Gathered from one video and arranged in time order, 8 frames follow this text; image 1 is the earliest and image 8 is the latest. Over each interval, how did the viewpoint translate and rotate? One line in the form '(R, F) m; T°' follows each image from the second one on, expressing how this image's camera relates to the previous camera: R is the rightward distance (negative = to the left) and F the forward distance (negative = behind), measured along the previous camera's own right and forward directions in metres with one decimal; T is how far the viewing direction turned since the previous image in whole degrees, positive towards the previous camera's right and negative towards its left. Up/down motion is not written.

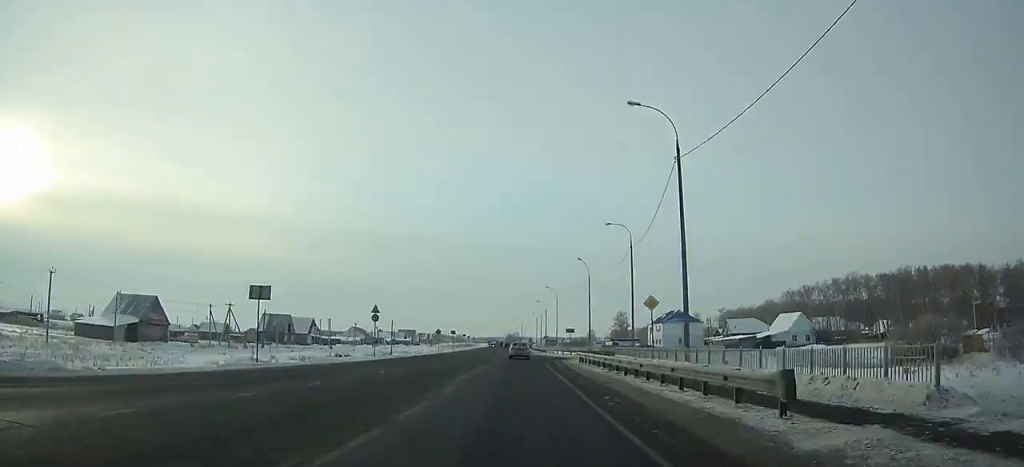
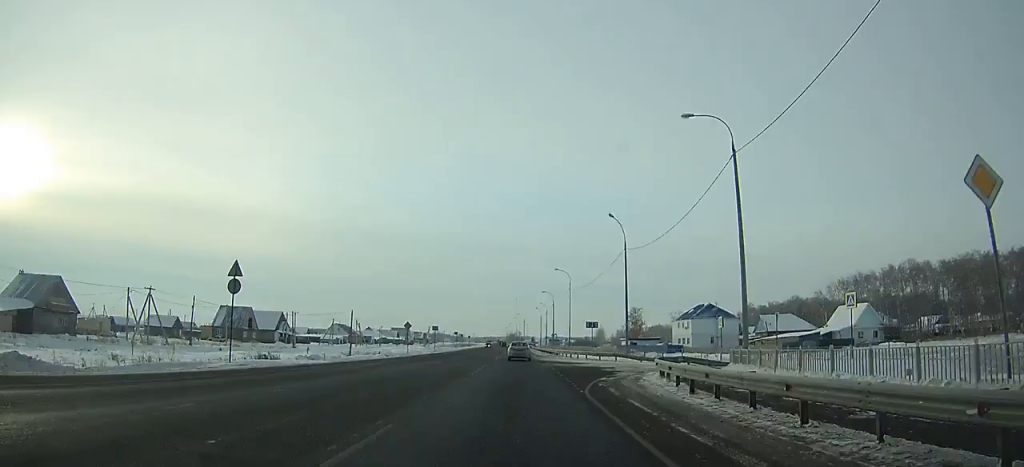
(0.0, +25.9) m; 0°
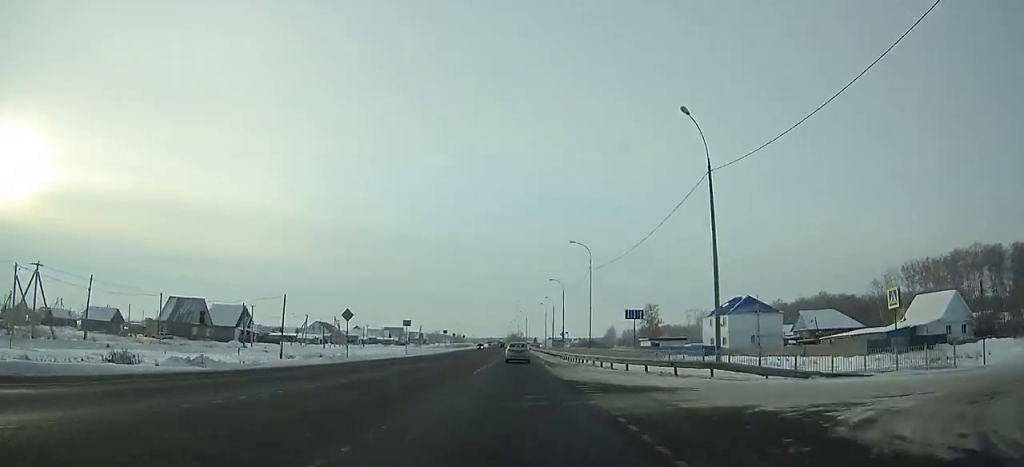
(+0.1, +24.0) m; 0°
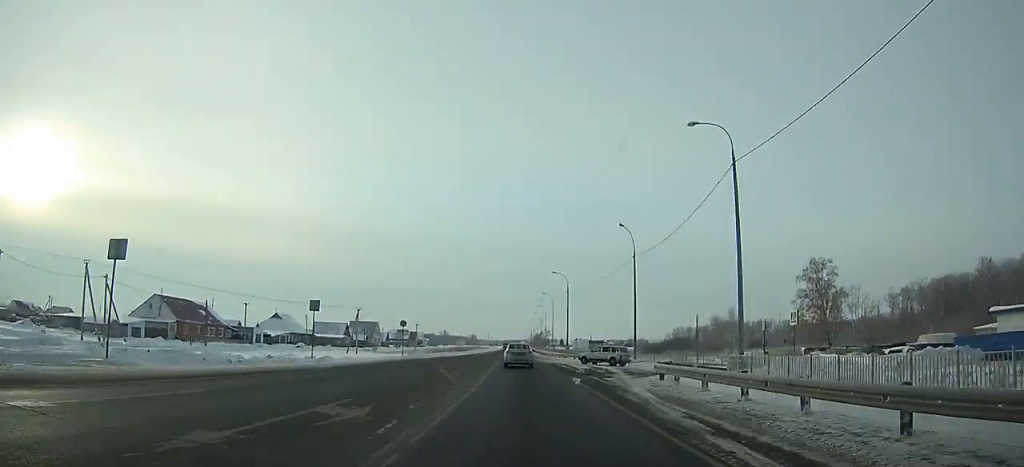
(-1.9, +106.8) m; -2°
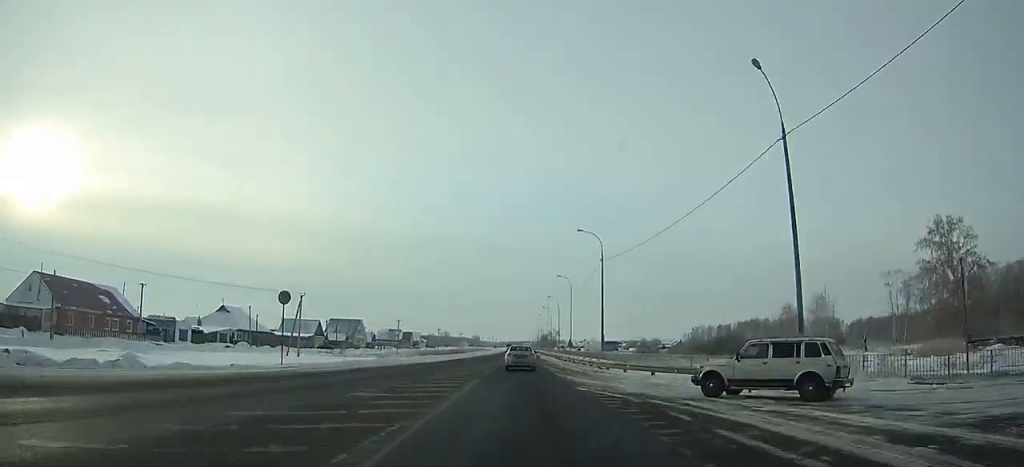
(-0.1, +32.6) m; 0°
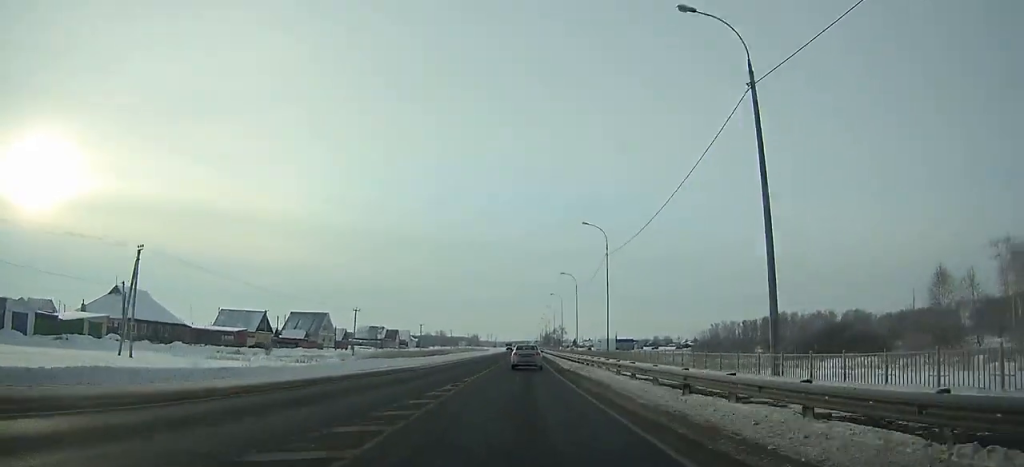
(0.0, +37.8) m; 0°
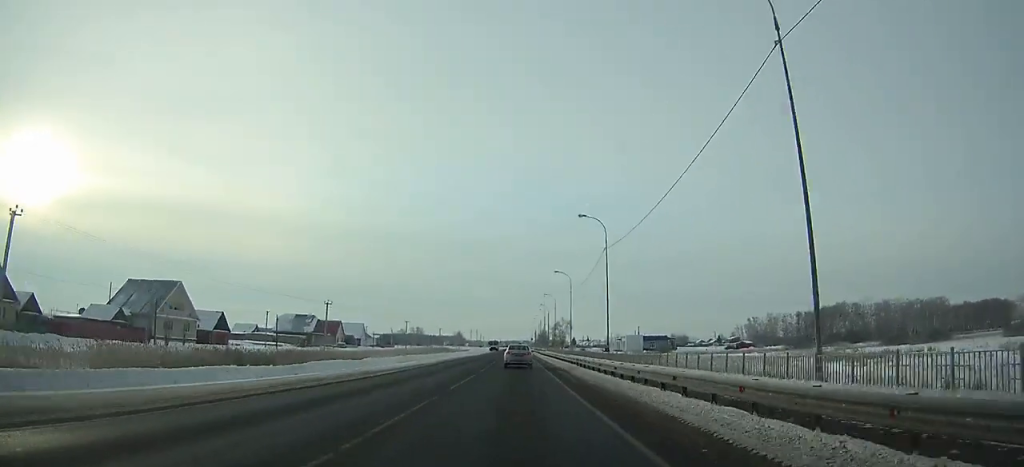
(+0.1, +72.9) m; 0°
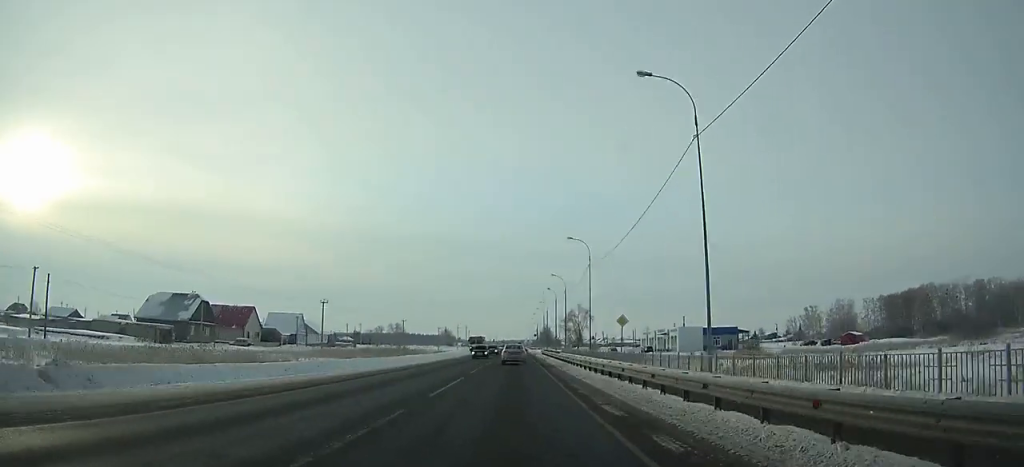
(+0.4, +64.0) m; 0°
